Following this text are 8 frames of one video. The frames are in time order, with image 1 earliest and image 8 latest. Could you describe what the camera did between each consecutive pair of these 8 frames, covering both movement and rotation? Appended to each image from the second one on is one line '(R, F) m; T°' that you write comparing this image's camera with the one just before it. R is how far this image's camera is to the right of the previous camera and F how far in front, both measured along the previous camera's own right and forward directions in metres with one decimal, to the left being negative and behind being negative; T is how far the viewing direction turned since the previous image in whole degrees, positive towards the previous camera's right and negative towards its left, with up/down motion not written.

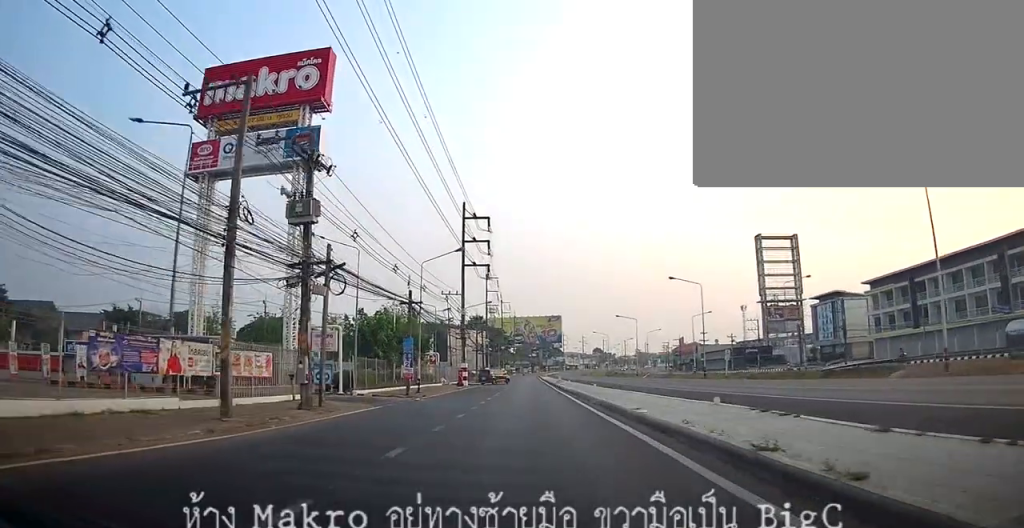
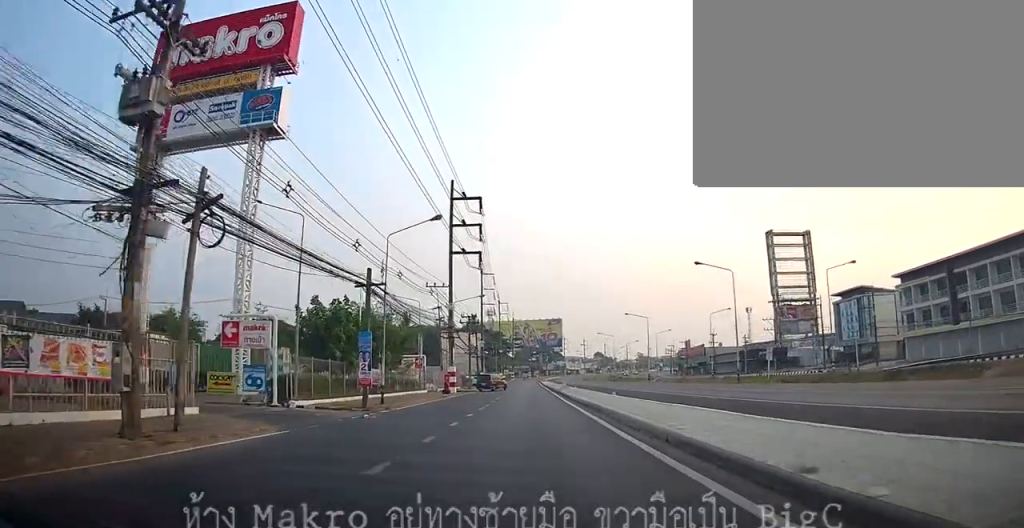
(-0.1, +9.2) m; 0°
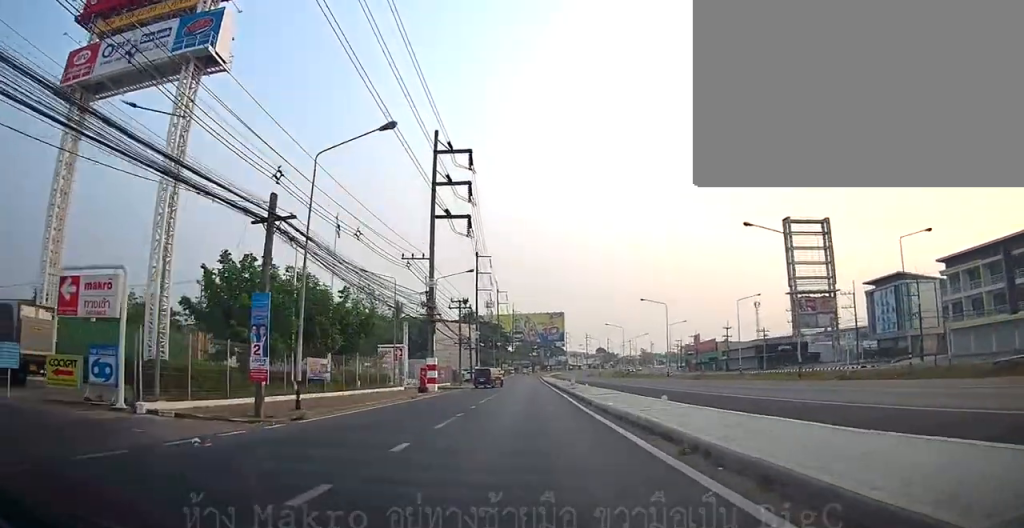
(+0.5, +10.8) m; 0°
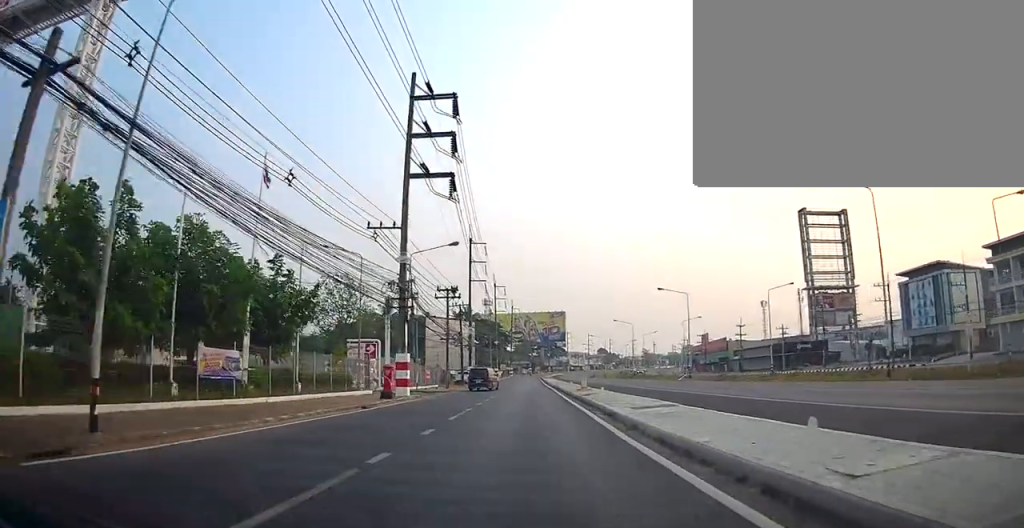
(-0.2, +9.5) m; -1°
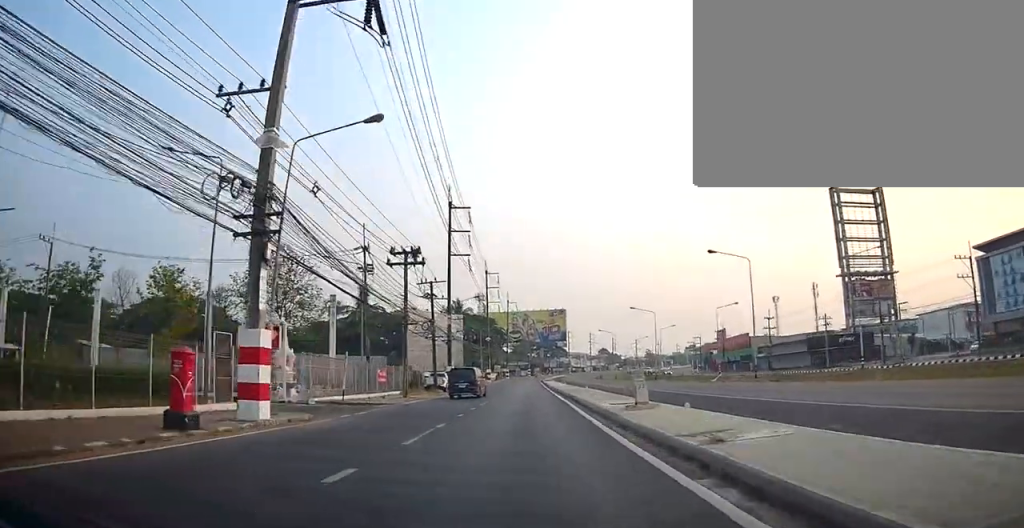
(-0.5, +18.0) m; -1°
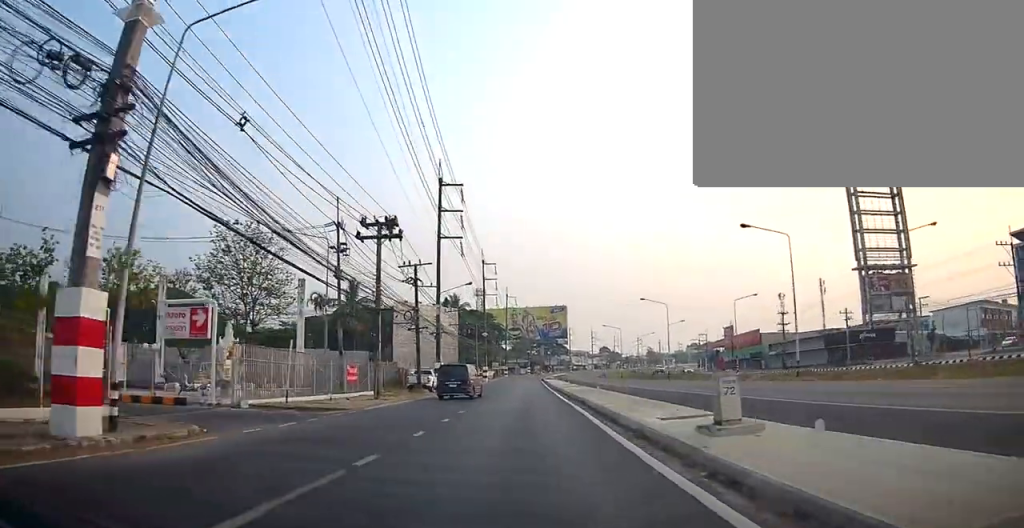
(0.0, +6.9) m; 0°
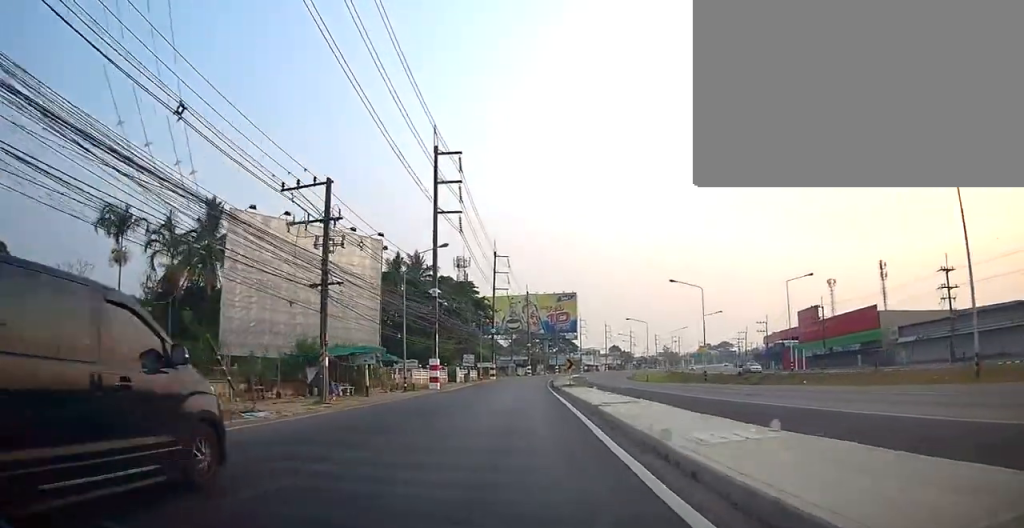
(+1.9, +48.6) m; 0°
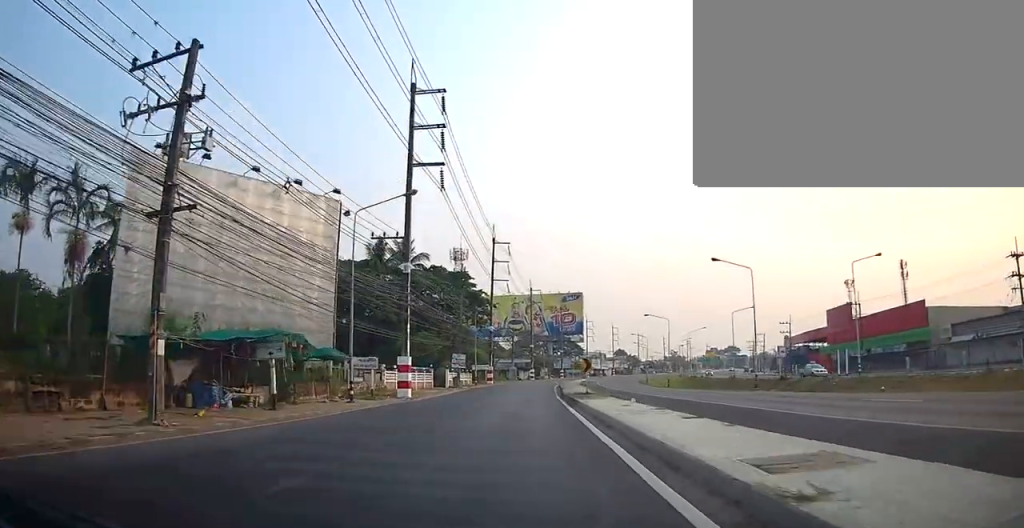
(-0.1, +11.5) m; 0°
